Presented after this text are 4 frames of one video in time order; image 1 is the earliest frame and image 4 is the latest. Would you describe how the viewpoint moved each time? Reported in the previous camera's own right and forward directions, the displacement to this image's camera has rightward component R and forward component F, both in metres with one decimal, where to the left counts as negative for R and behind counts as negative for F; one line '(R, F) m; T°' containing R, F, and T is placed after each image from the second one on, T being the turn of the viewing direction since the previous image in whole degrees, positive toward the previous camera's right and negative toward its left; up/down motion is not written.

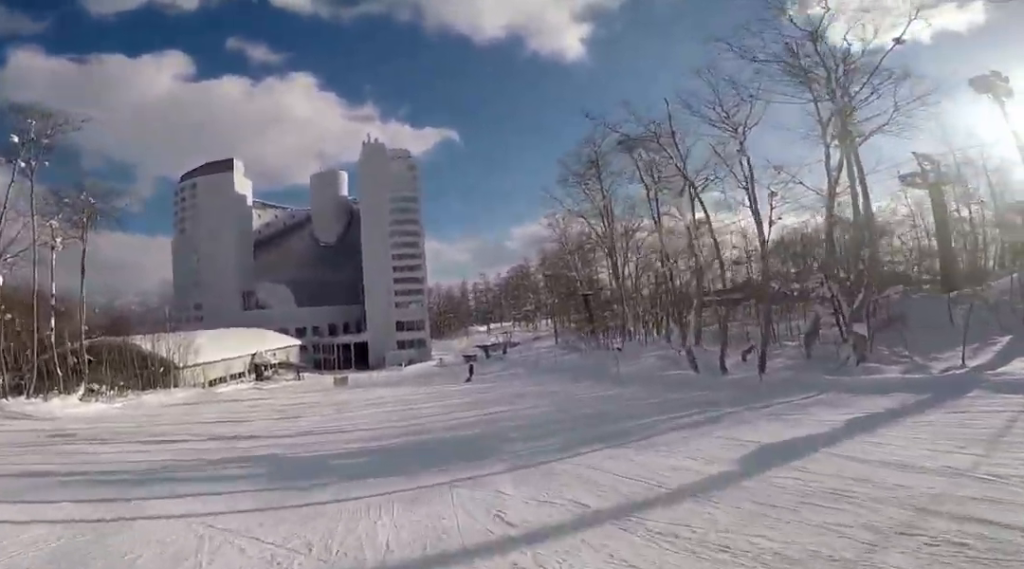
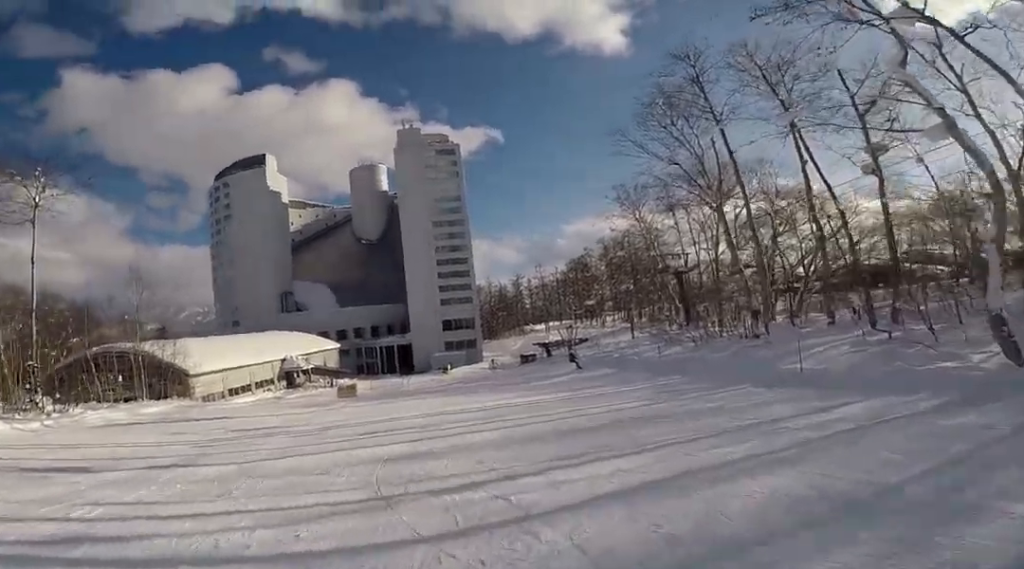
(-1.5, +9.2) m; -3°
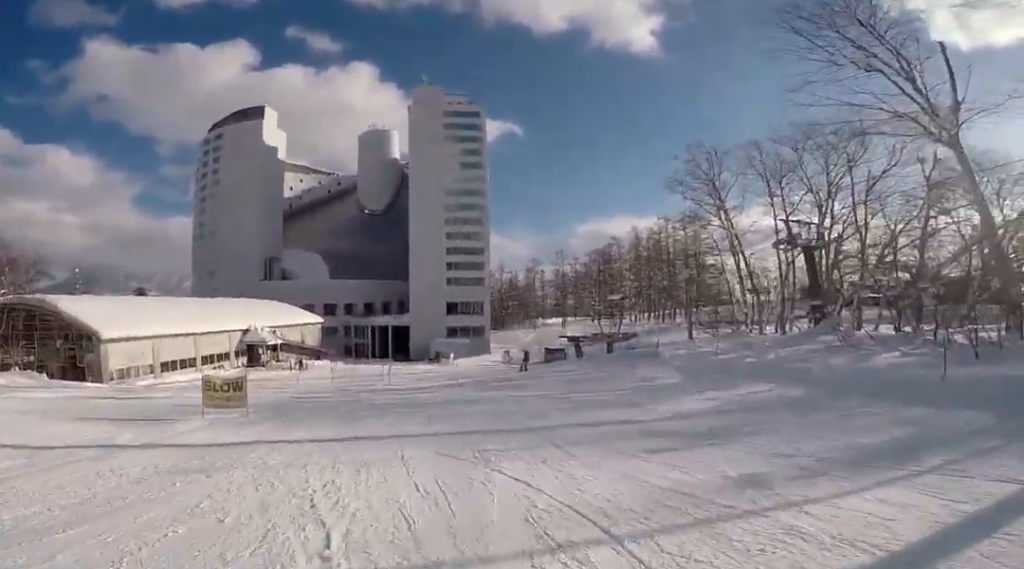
(+1.9, +13.3) m; -3°
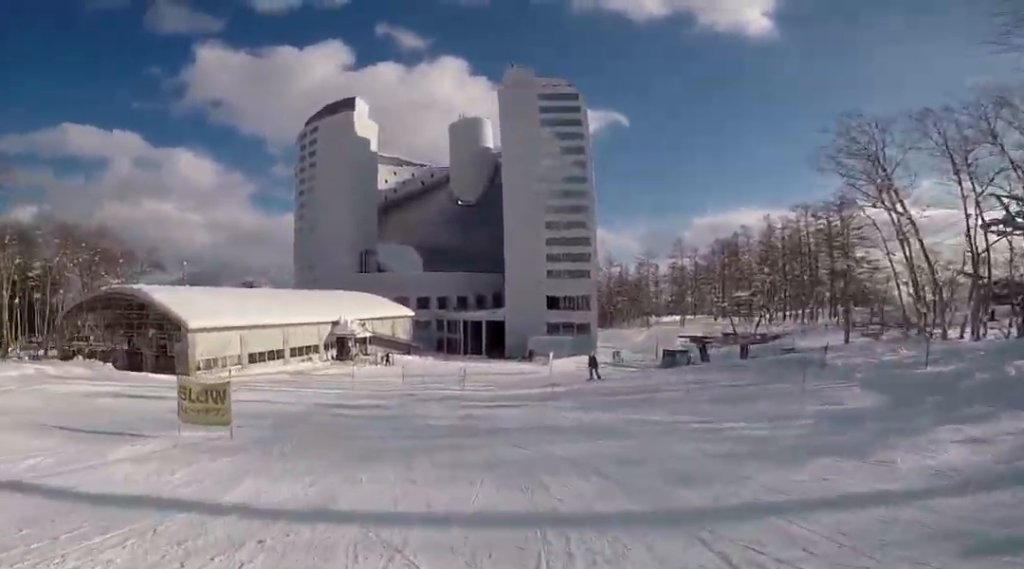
(-0.3, +4.0) m; -7°
